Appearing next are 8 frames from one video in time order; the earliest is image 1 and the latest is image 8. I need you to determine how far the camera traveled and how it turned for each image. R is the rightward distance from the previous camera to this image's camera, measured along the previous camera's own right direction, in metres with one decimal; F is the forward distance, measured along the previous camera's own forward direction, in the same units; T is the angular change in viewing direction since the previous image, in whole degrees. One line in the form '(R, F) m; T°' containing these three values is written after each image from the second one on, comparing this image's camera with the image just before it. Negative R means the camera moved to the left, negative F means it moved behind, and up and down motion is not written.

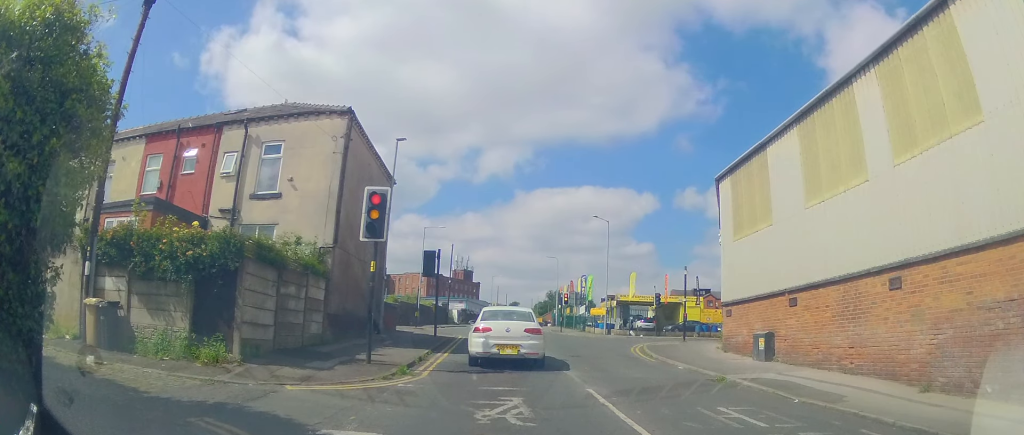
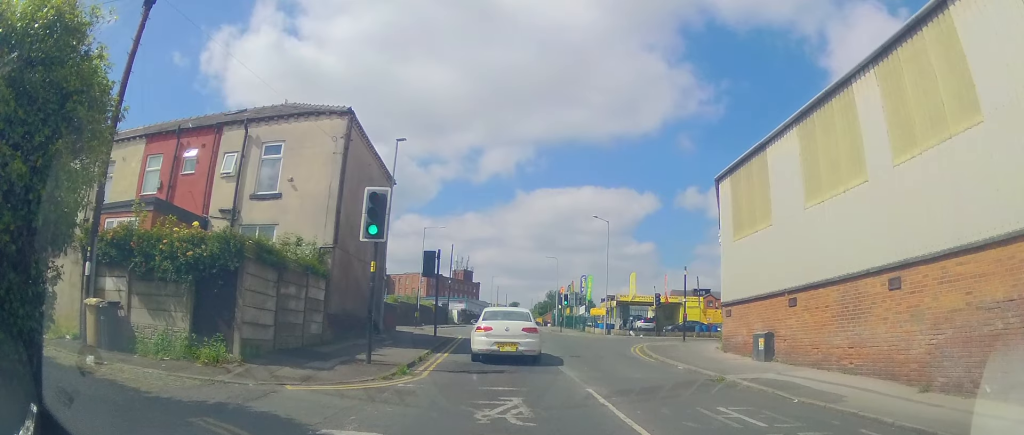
(0.0, +0.2) m; 0°
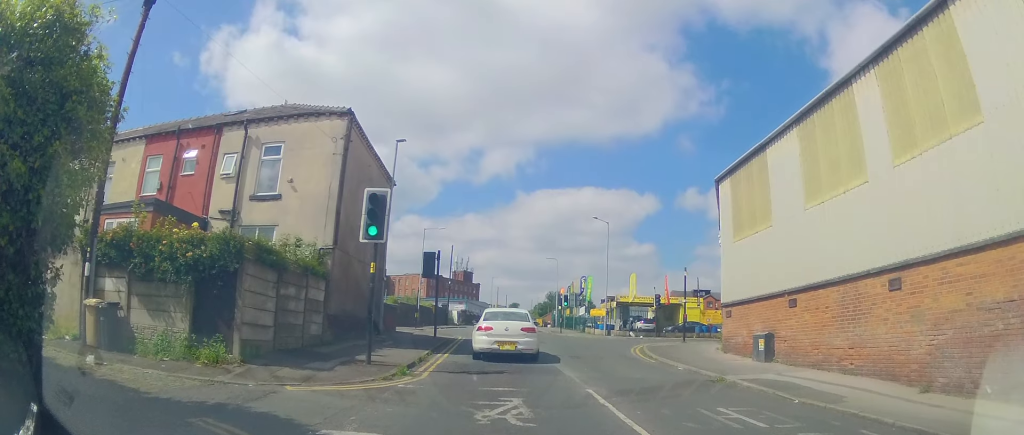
(0.0, 0.0) m; 0°
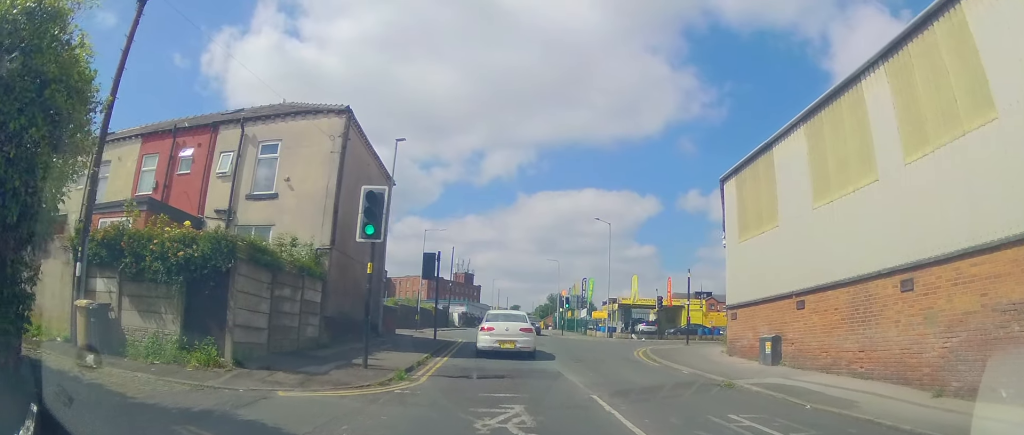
(0.0, 0.0) m; 0°
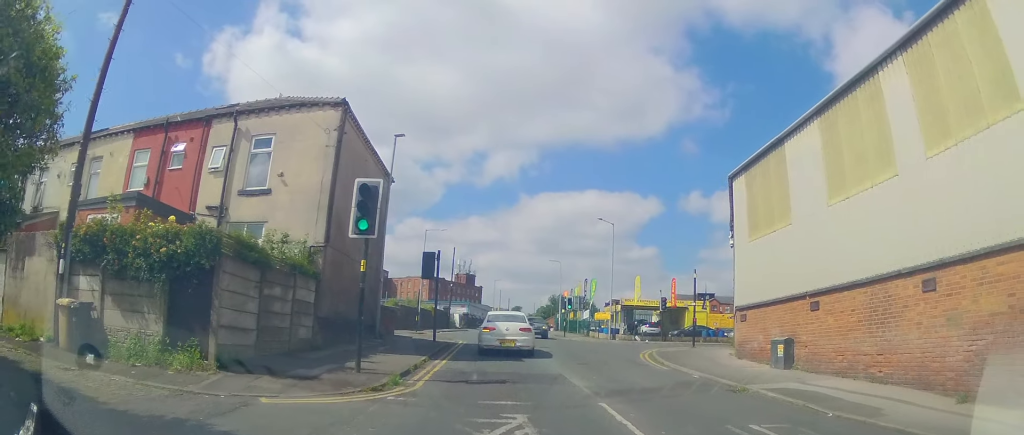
(0.0, 0.0) m; 0°
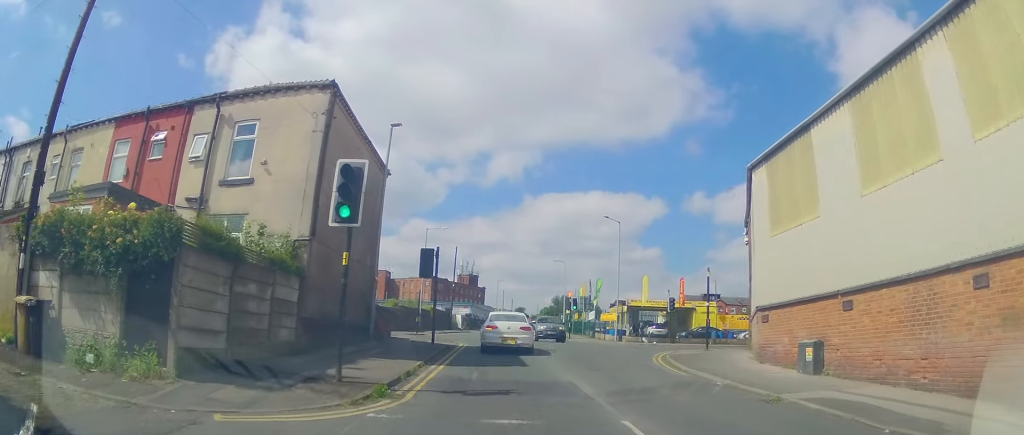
(0.0, +0.3) m; 0°
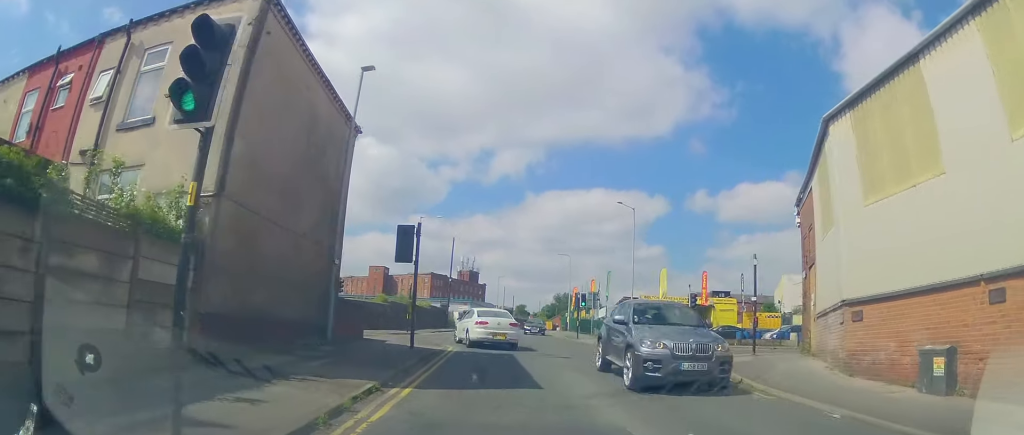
(0.0, +3.4) m; -2°
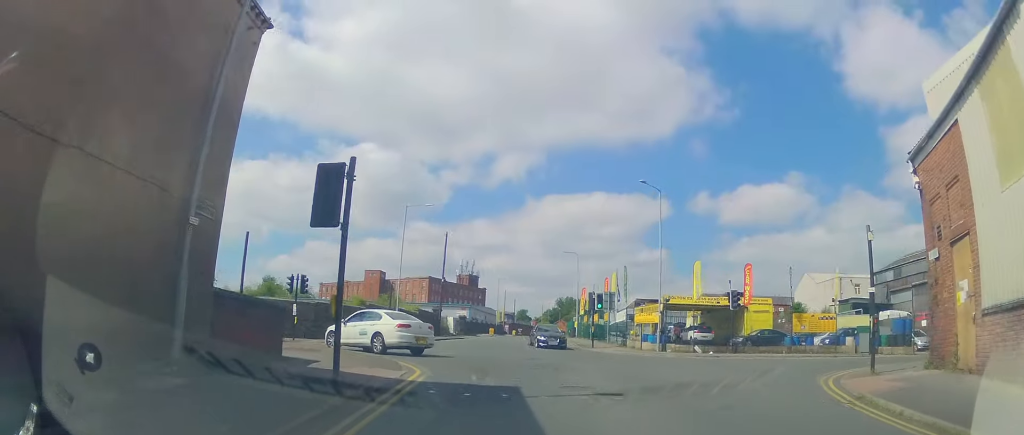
(-0.3, +6.8) m; -4°
